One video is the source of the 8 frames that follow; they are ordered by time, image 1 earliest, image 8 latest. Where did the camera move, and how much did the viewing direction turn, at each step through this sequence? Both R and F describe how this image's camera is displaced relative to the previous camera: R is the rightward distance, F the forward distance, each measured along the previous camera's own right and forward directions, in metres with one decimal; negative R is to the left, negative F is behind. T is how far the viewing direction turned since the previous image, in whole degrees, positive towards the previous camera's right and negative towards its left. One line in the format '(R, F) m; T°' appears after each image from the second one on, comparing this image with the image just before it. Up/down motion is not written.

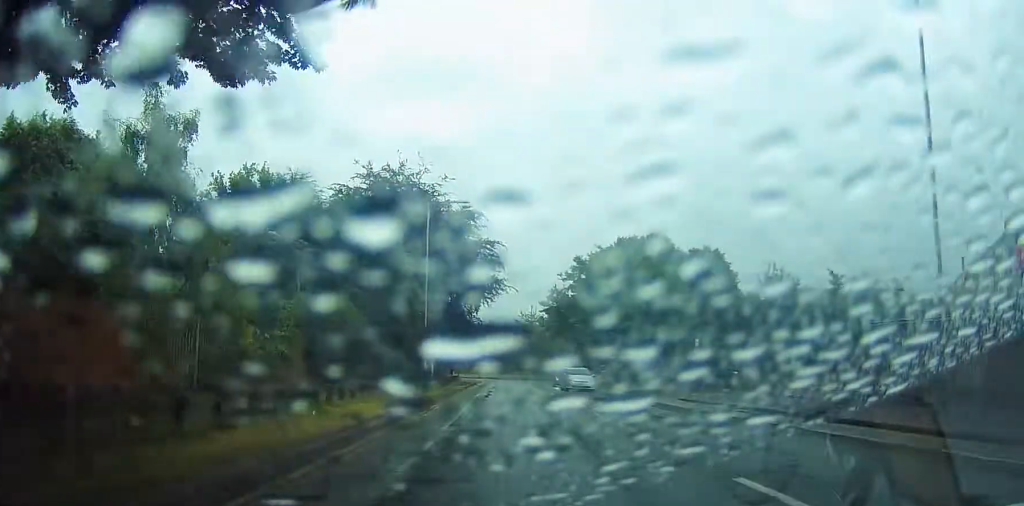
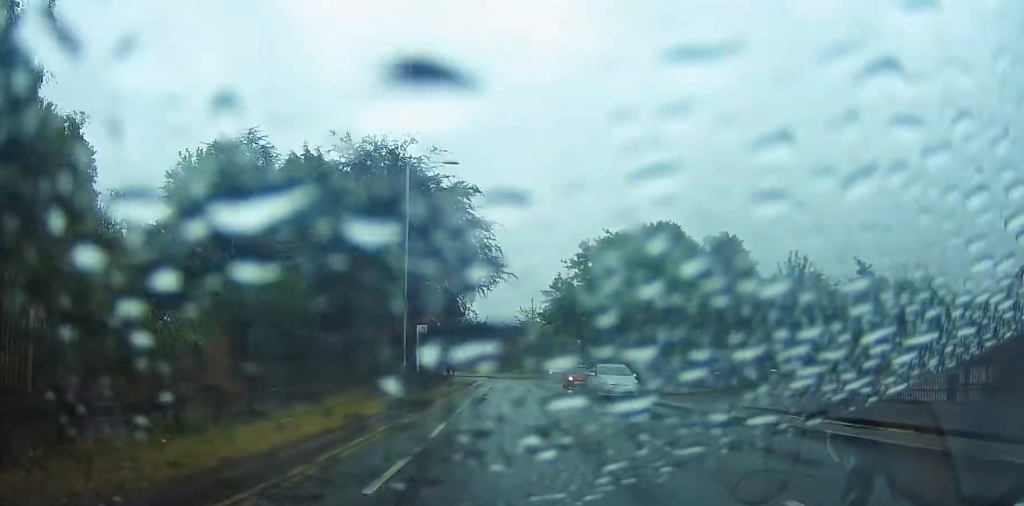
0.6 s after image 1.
(-0.7, +7.2) m; -4°
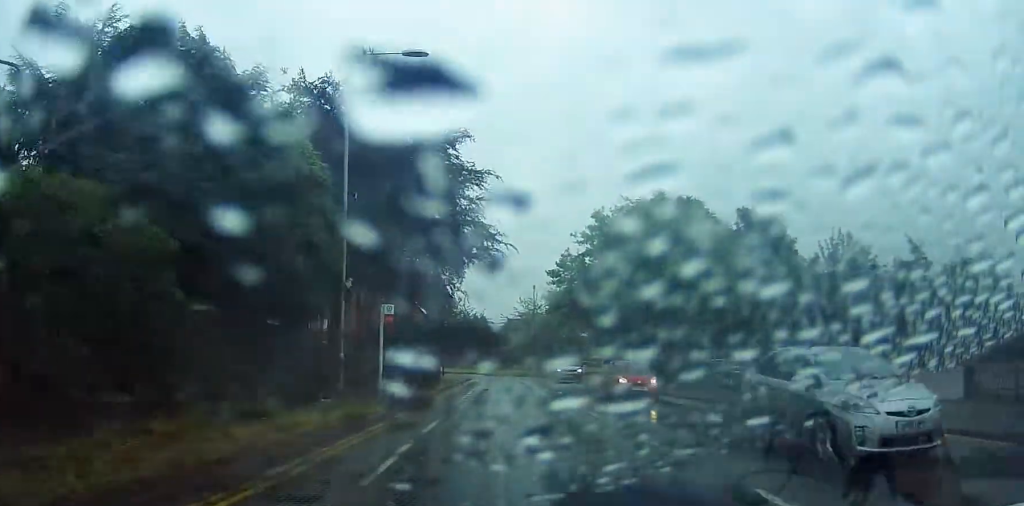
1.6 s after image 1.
(-0.4, +11.3) m; -2°
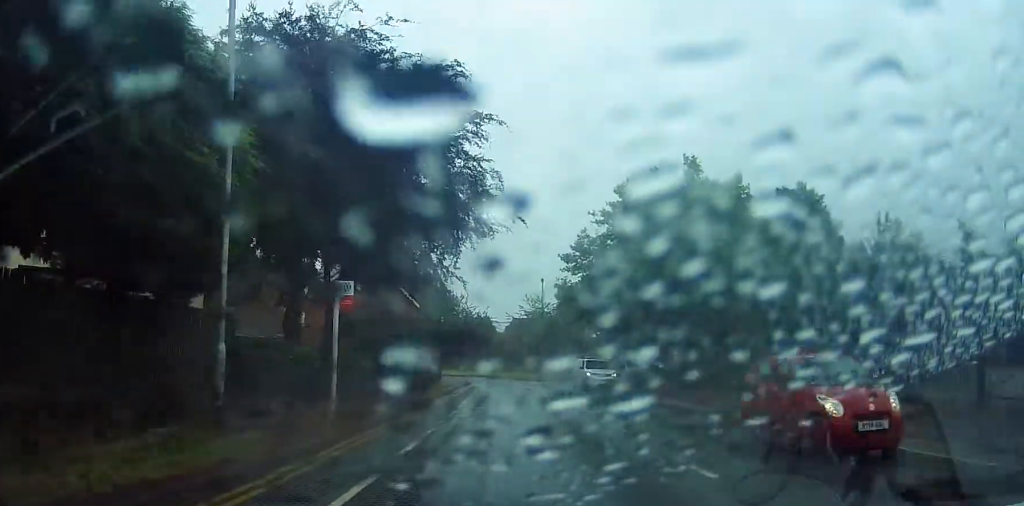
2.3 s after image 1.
(0.0, +8.7) m; 0°
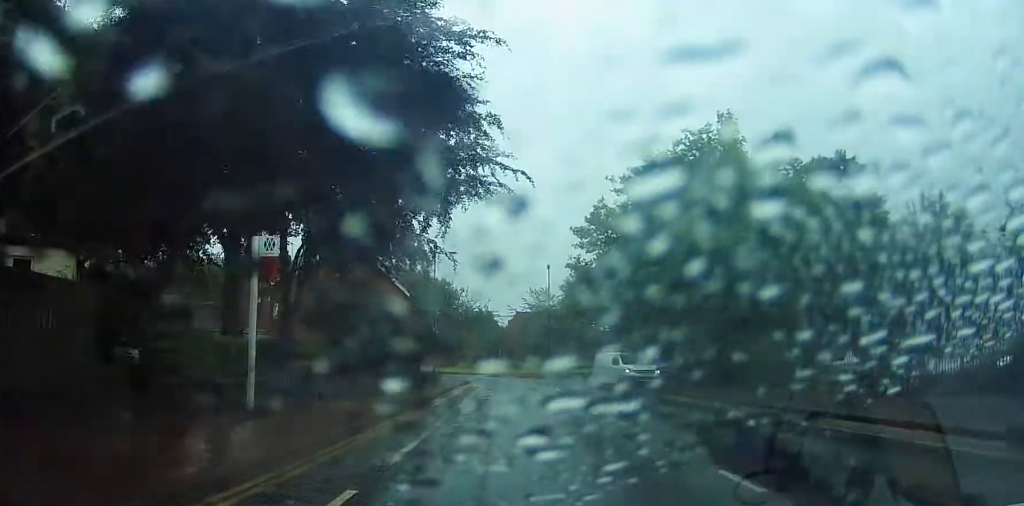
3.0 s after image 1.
(0.0, +7.2) m; 0°
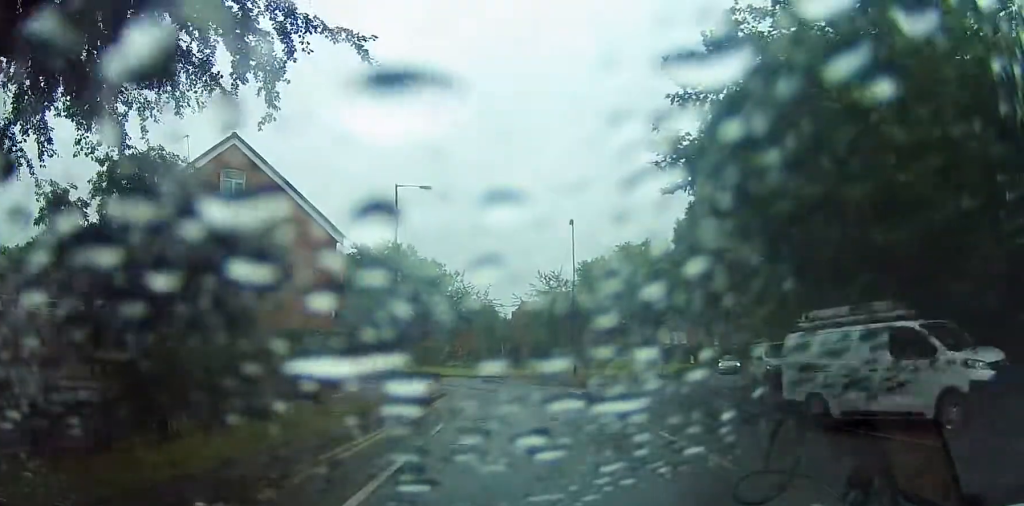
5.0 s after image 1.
(0.0, +20.8) m; -1°
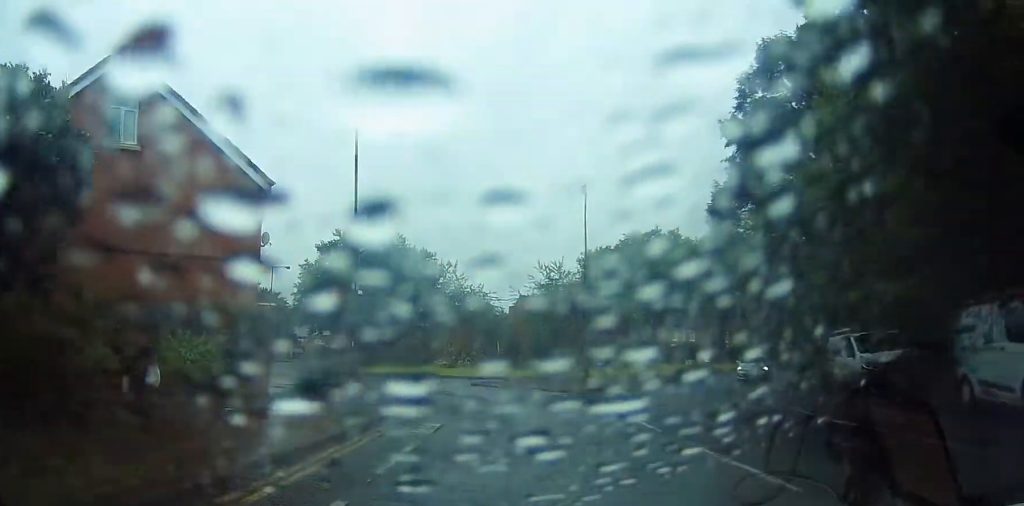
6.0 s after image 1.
(-0.1, +8.4) m; +2°
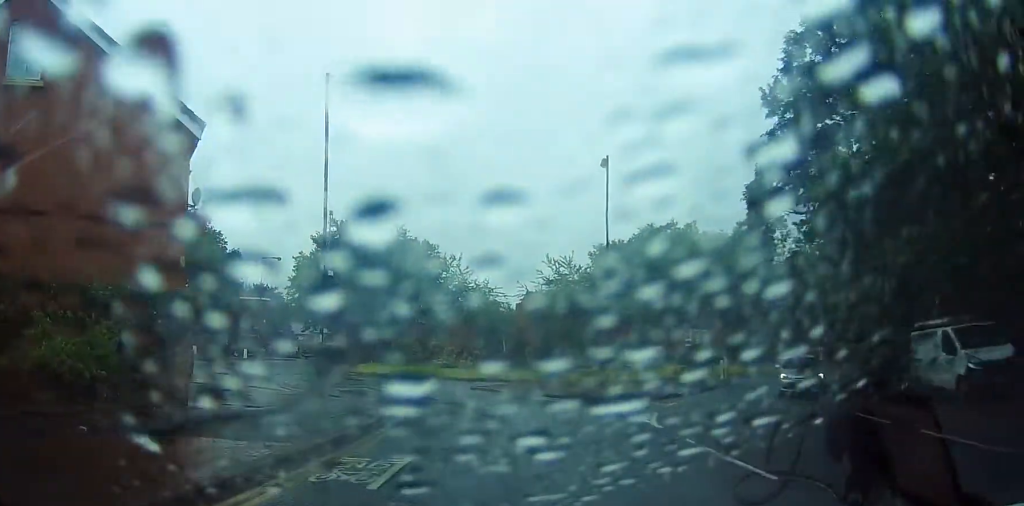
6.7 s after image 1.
(+0.3, +5.1) m; 0°
